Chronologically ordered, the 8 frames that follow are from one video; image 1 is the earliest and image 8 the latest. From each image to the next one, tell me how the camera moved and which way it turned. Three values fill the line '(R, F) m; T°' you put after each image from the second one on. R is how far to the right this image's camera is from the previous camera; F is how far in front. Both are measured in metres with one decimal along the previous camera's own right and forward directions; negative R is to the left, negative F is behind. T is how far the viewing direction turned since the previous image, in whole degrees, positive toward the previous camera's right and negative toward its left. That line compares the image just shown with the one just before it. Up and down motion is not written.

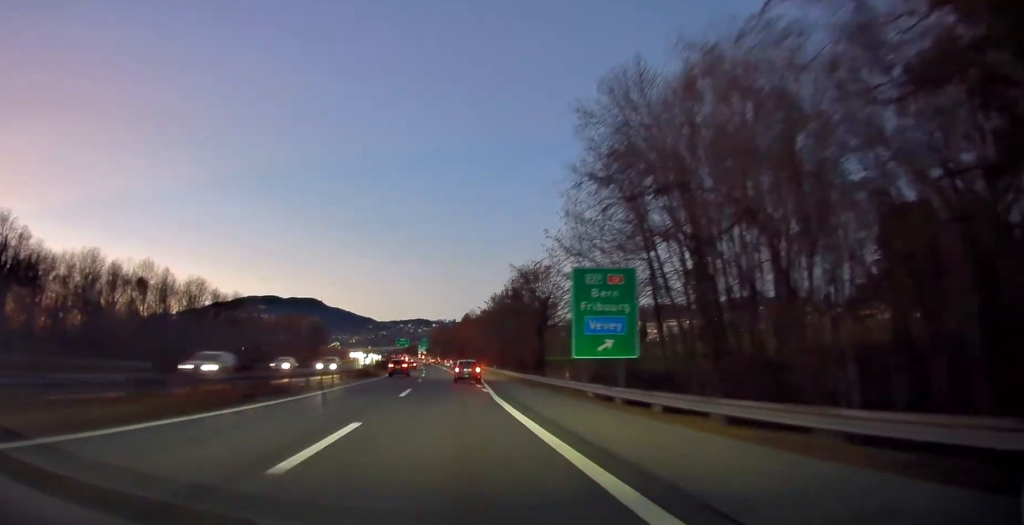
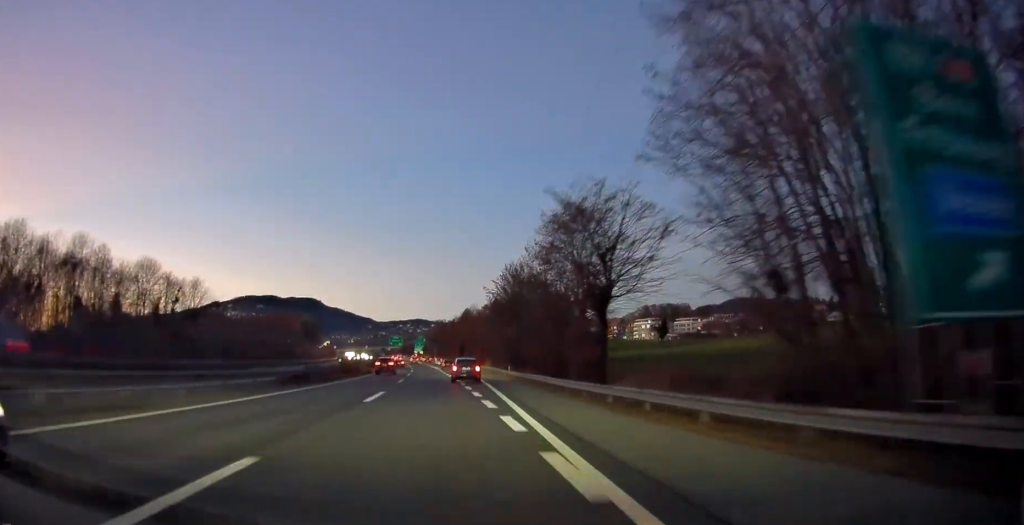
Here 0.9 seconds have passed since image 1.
(-0.5, +24.5) m; -2°
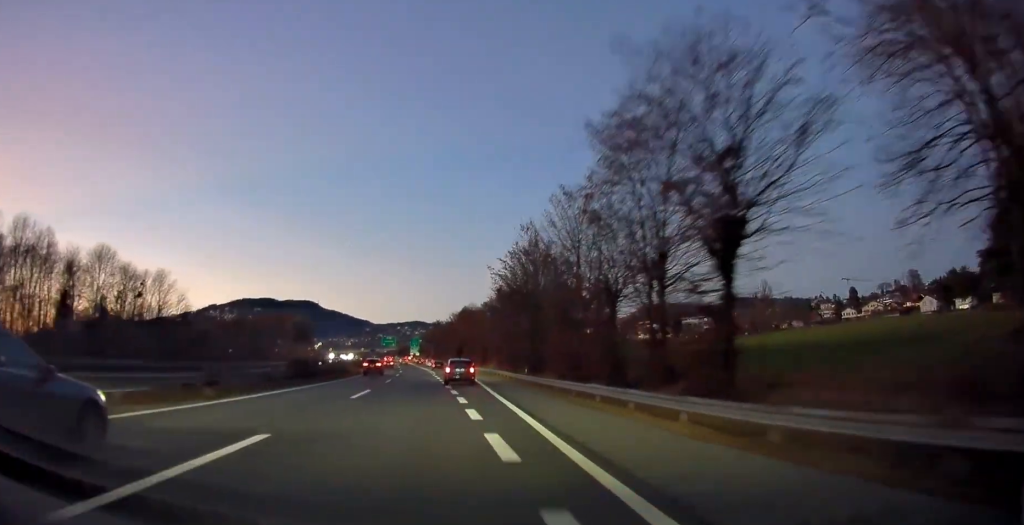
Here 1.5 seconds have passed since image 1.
(-0.3, +15.4) m; -1°
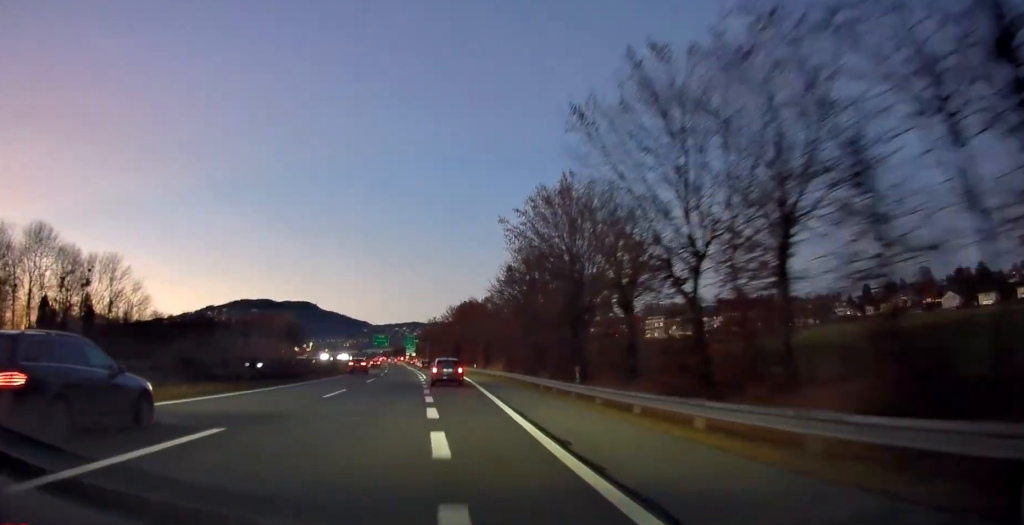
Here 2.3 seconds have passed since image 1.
(0.0, +18.2) m; 0°
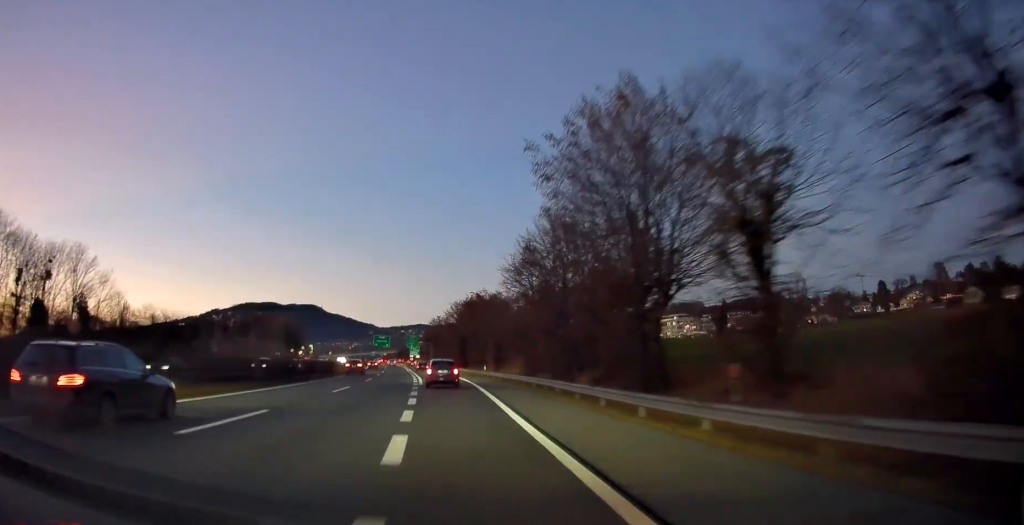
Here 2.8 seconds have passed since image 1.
(0.0, +13.1) m; 0°
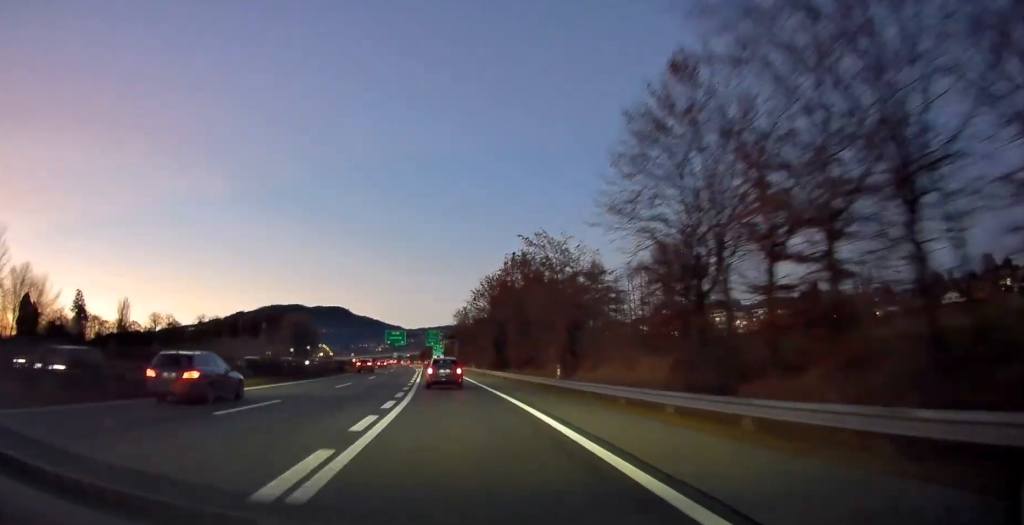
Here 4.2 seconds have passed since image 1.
(-0.1, +32.8) m; -1°
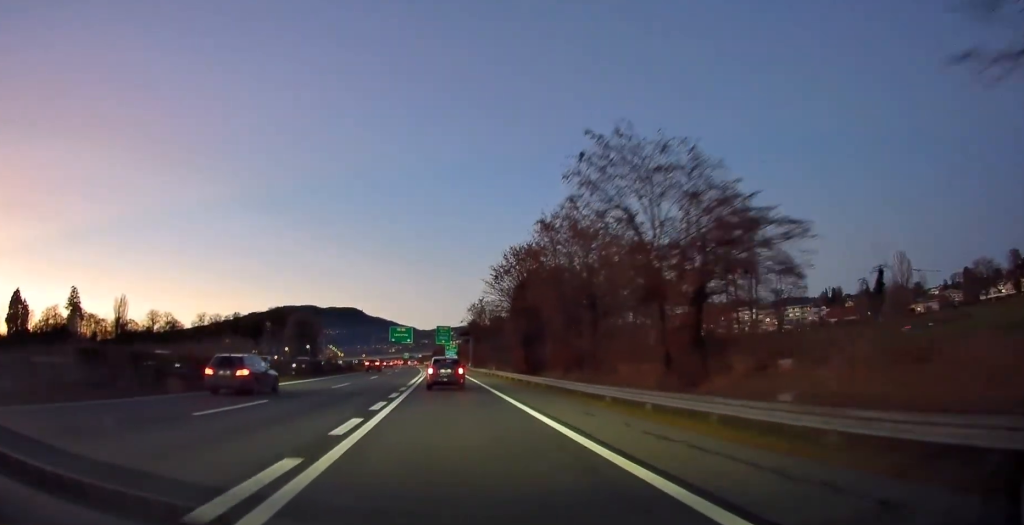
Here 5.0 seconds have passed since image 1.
(-0.2, +19.5) m; -2°
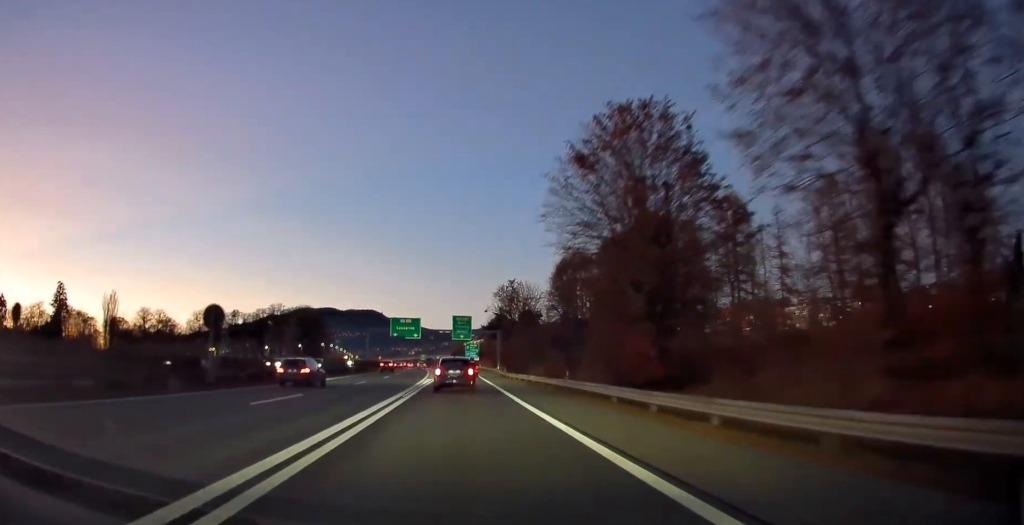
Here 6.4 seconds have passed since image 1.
(-0.9, +32.4) m; -2°
